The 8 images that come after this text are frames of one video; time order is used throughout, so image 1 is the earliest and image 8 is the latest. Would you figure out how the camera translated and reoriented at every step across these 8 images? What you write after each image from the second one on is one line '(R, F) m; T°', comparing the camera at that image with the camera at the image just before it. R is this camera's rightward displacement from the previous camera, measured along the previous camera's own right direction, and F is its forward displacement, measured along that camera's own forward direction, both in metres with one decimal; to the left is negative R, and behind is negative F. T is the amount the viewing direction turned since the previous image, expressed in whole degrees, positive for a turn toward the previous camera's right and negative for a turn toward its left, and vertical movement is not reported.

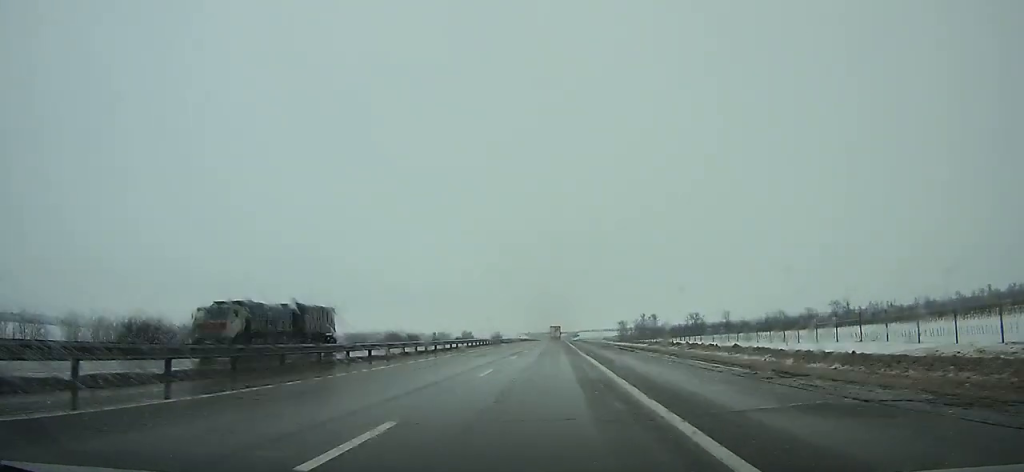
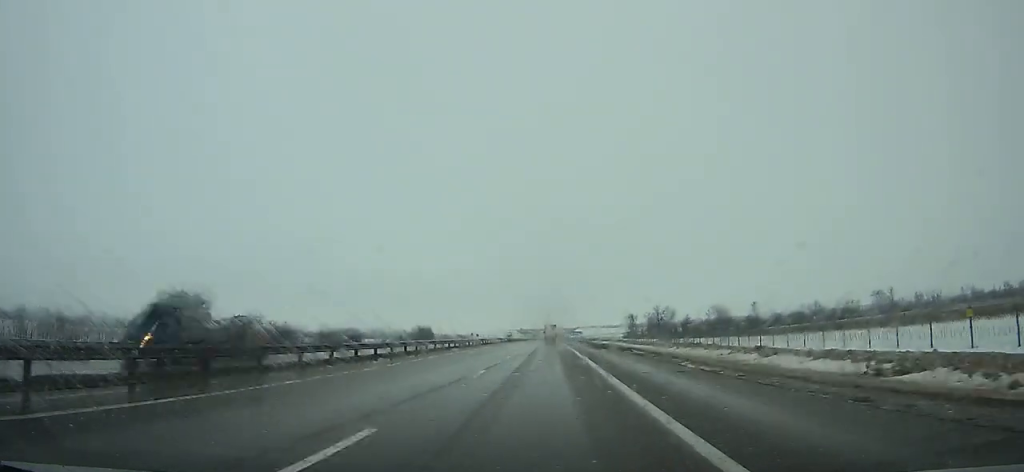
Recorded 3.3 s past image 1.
(0.0, +73.5) m; 0°
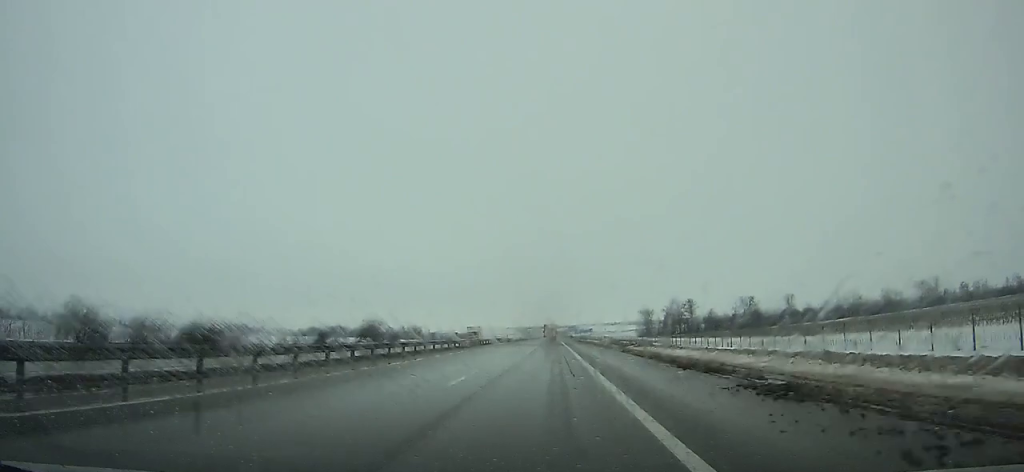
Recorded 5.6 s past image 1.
(-0.1, +51.4) m; 0°
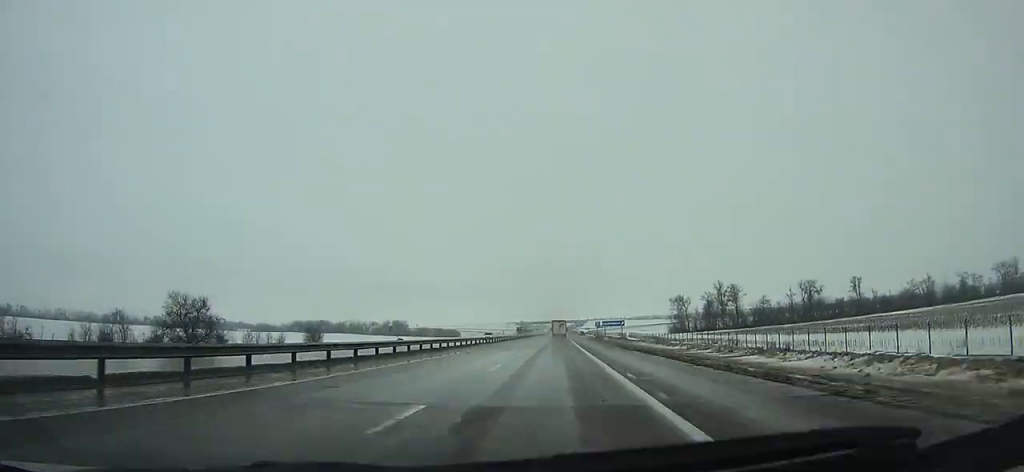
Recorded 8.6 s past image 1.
(0.0, +67.0) m; 0°
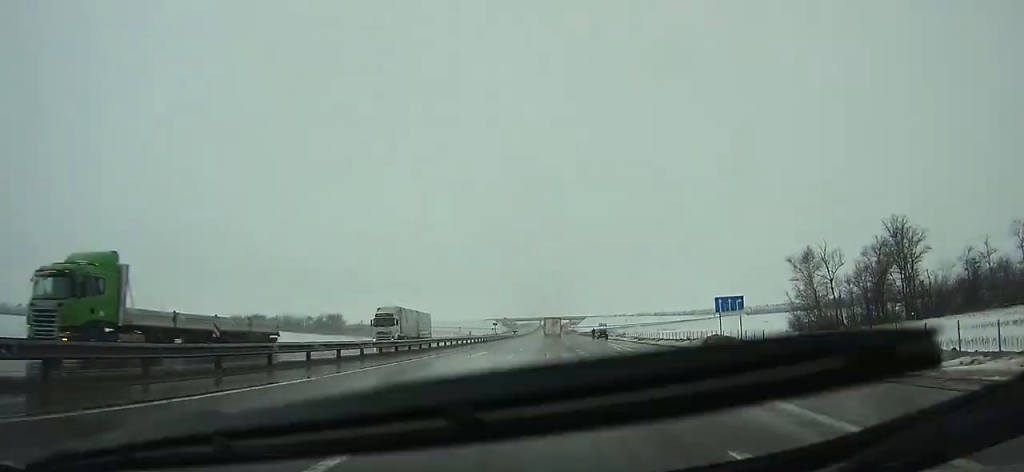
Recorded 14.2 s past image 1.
(+0.3, +124.3) m; 0°
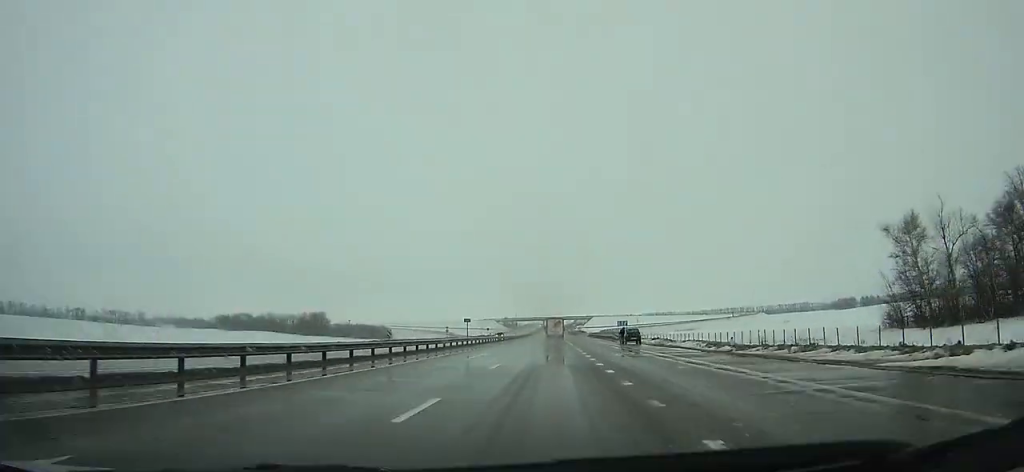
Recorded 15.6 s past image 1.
(0.0, +30.9) m; 0°
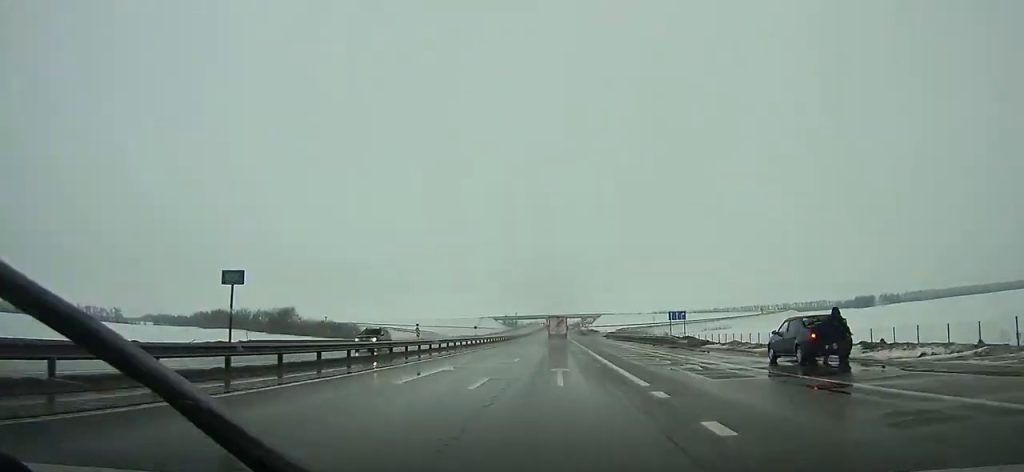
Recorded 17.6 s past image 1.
(0.0, +44.0) m; 0°
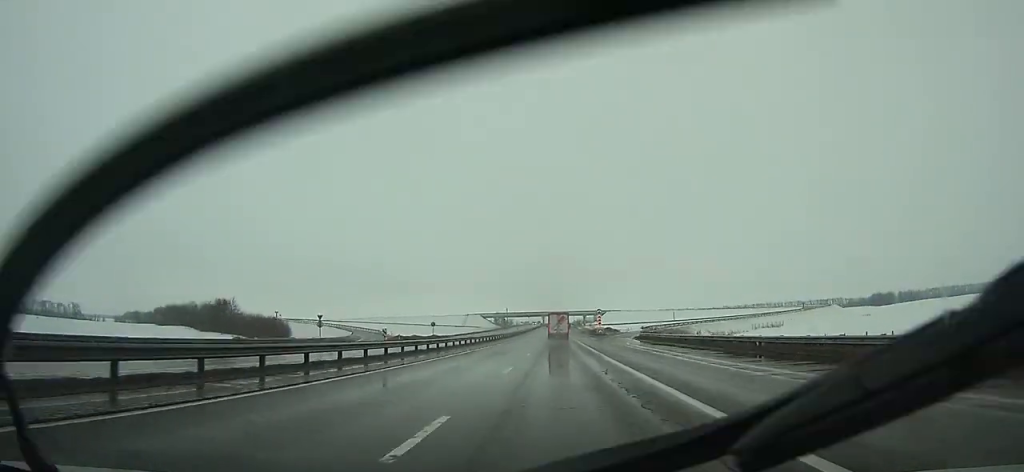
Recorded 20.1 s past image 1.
(+0.1, +55.1) m; 0°
